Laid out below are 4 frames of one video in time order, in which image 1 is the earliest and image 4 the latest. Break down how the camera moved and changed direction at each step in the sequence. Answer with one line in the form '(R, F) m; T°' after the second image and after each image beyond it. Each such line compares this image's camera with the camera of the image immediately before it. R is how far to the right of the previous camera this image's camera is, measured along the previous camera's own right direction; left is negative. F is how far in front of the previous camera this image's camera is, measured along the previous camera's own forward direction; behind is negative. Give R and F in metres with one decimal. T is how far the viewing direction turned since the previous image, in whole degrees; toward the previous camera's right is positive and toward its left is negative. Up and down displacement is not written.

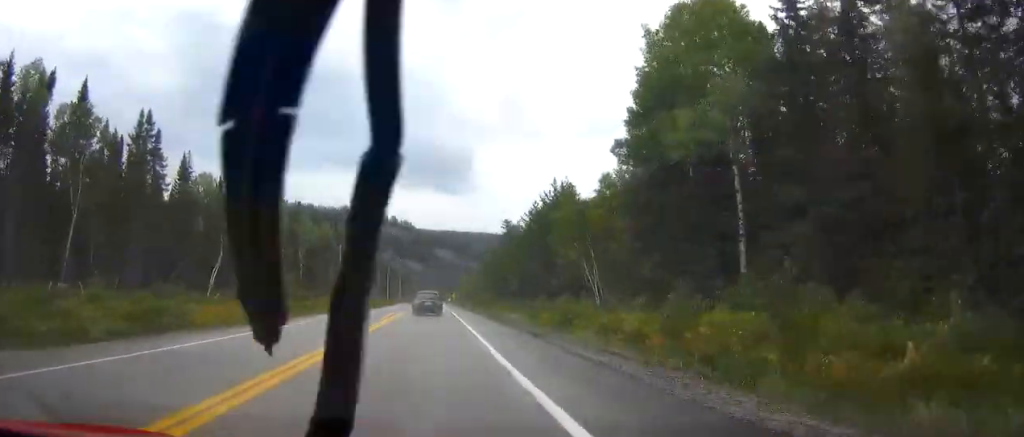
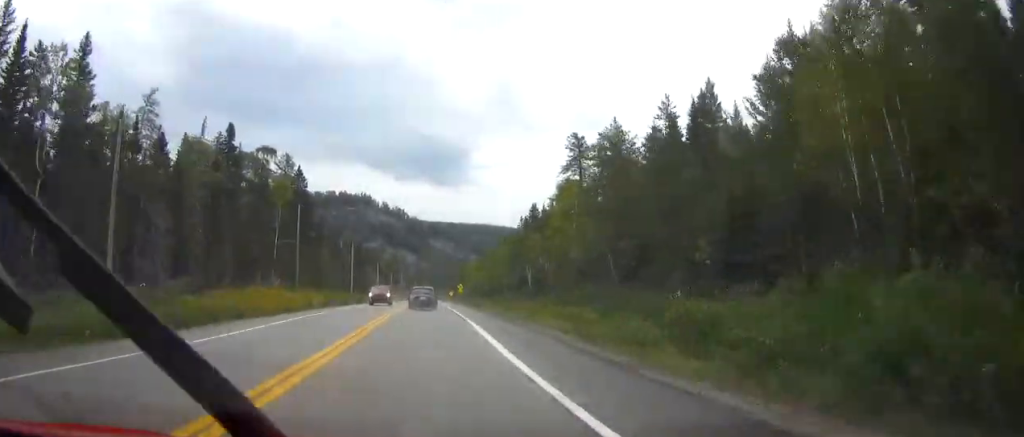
(+0.1, +85.7) m; 0°
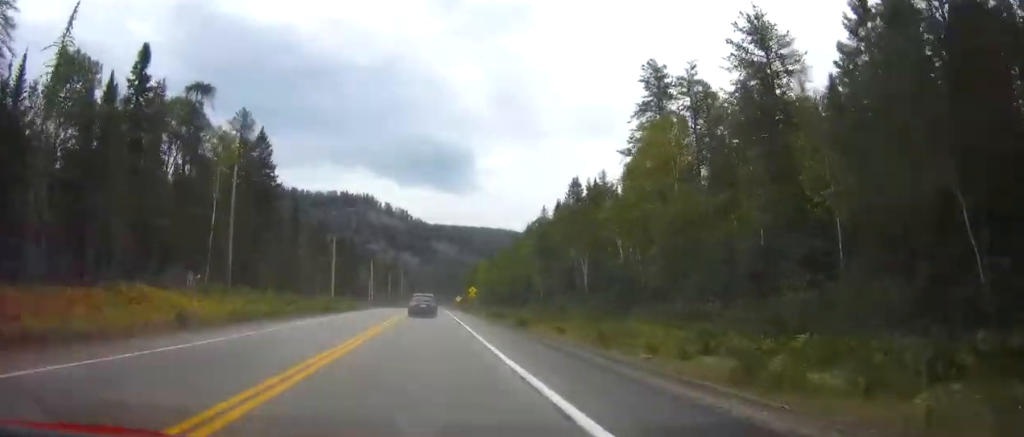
(0.0, +29.0) m; 0°
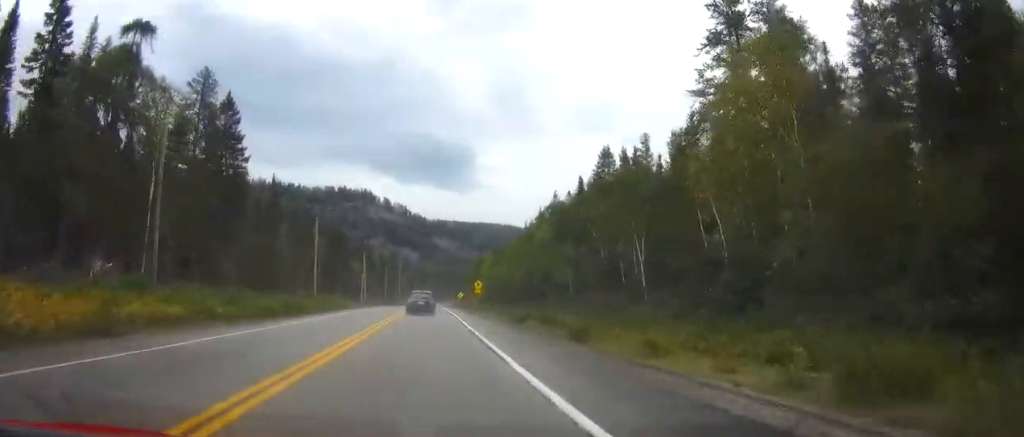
(0.0, +15.0) m; 0°
